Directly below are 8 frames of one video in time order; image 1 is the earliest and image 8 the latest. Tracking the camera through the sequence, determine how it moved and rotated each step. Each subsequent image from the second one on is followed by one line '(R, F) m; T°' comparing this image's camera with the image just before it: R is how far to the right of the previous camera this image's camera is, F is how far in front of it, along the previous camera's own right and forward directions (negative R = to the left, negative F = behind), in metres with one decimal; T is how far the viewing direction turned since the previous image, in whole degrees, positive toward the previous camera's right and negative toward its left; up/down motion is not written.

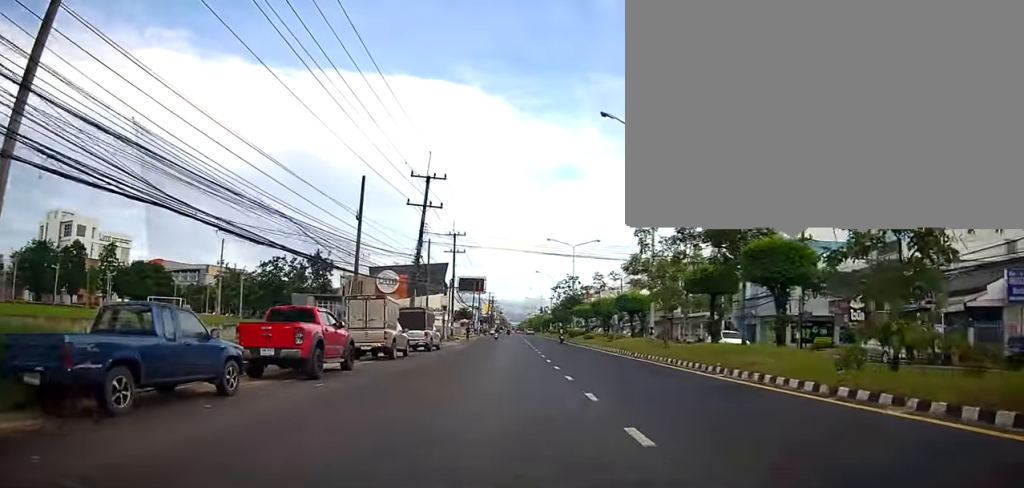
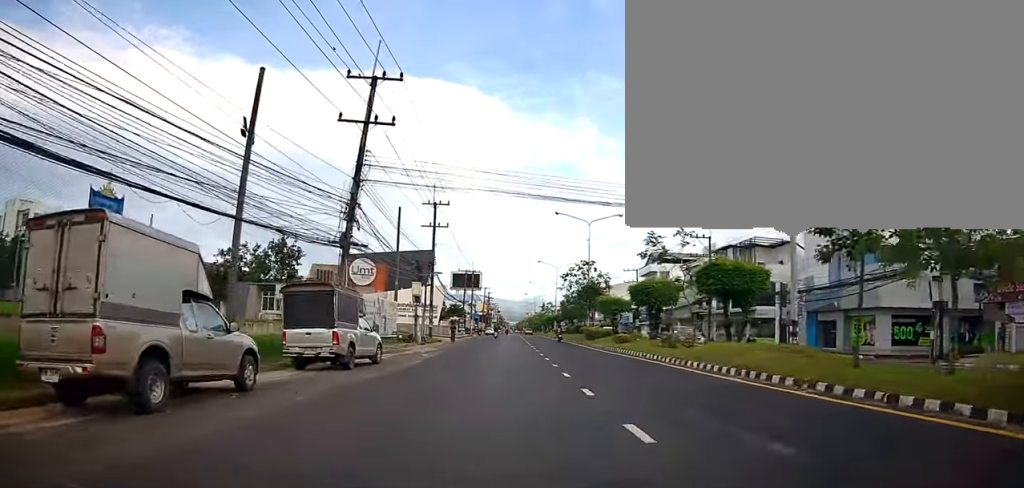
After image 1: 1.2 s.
(-0.2, +16.1) m; -3°
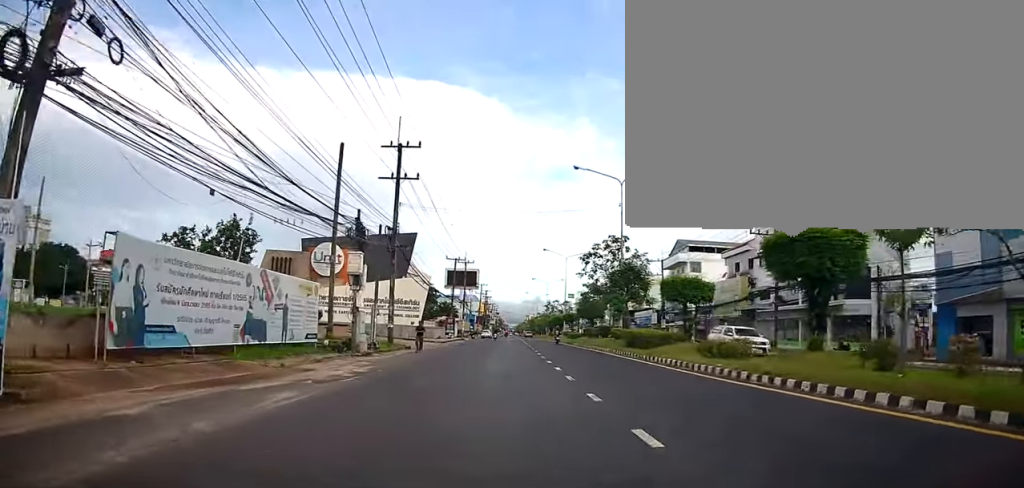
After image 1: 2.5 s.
(-0.2, +16.8) m; +2°
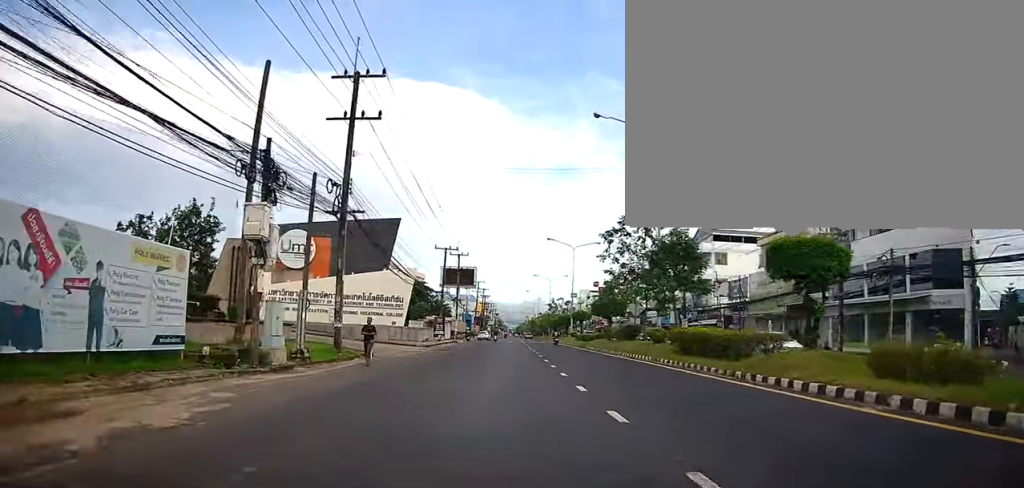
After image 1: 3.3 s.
(+0.4, +10.4) m; +2°
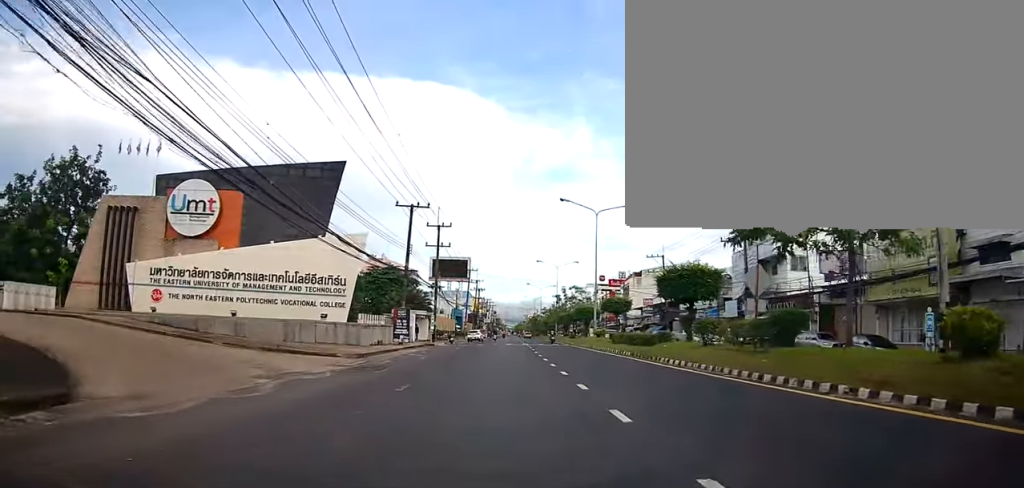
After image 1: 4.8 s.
(+0.1, +20.6) m; -3°
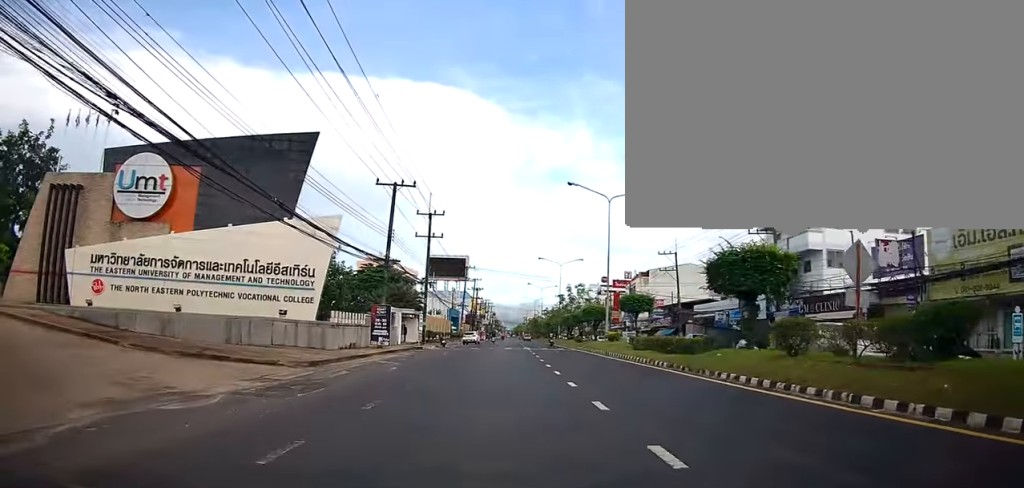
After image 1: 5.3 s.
(-0.1, +6.4) m; -1°
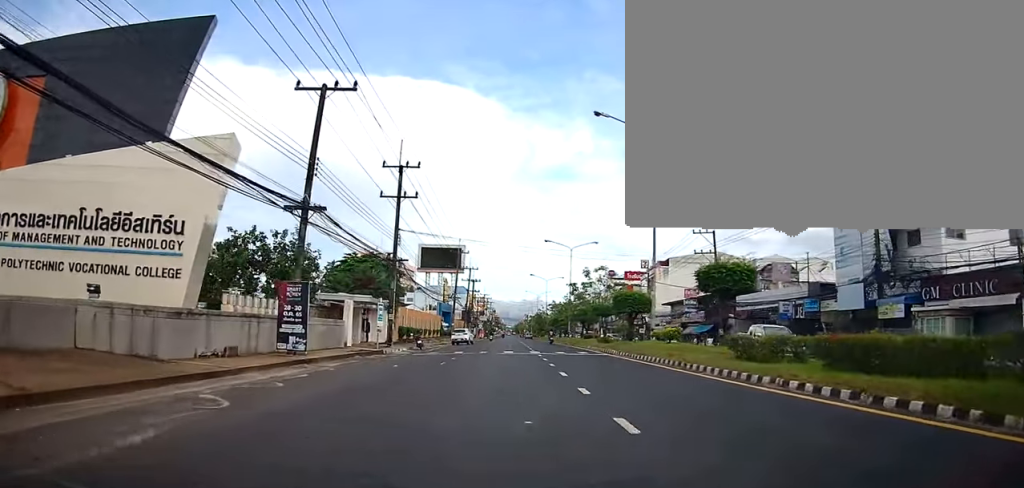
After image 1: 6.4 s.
(-0.4, +14.3) m; +1°
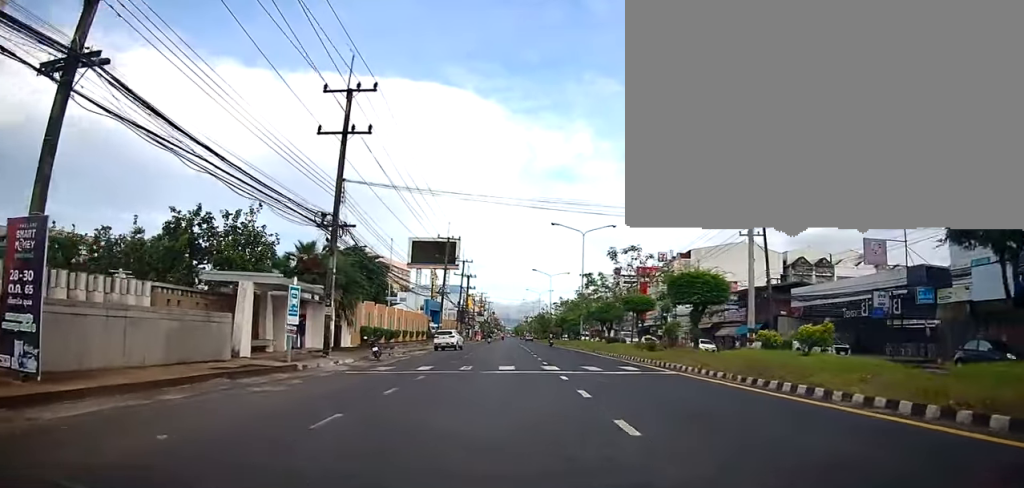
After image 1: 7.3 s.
(+0.5, +12.6) m; +2°
